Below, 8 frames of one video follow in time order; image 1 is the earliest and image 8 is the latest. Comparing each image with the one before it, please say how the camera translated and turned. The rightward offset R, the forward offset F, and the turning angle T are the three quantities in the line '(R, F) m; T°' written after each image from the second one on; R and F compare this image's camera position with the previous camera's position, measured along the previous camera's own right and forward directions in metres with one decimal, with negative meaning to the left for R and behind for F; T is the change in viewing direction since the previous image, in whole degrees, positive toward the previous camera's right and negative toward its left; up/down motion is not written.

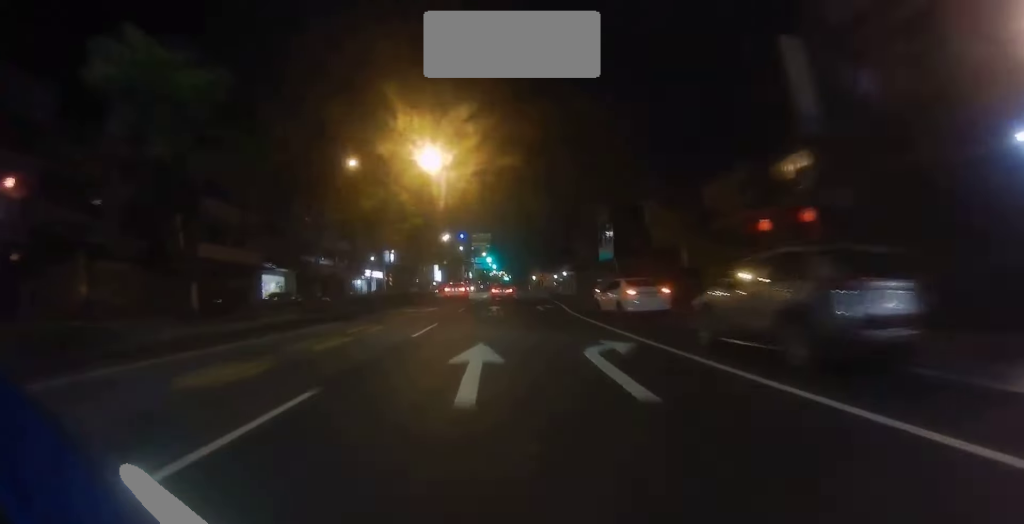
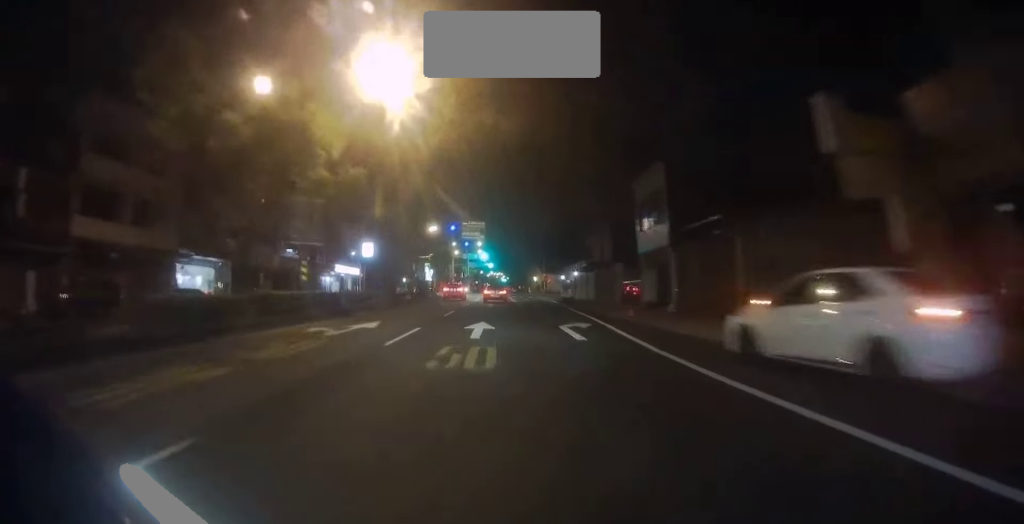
(-0.1, +12.1) m; 0°
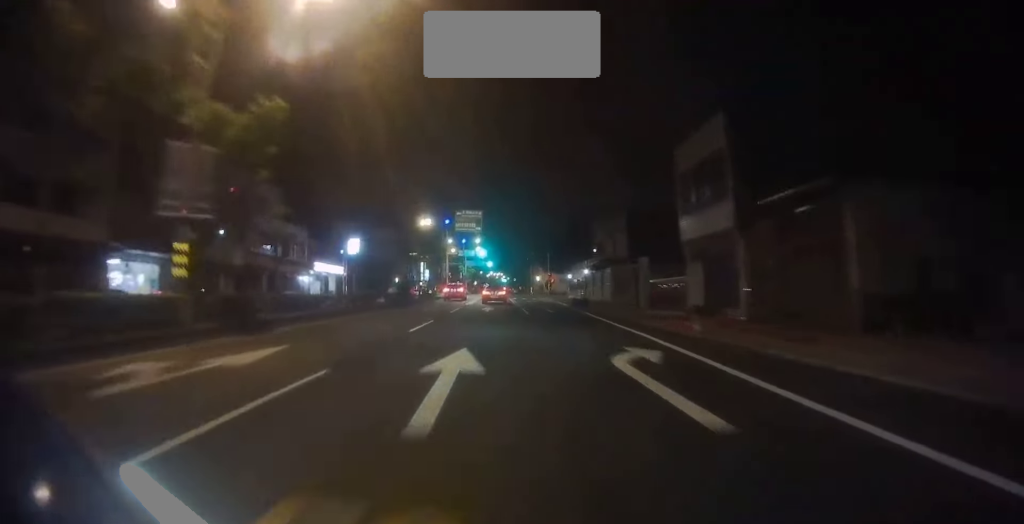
(0.0, +6.8) m; 0°
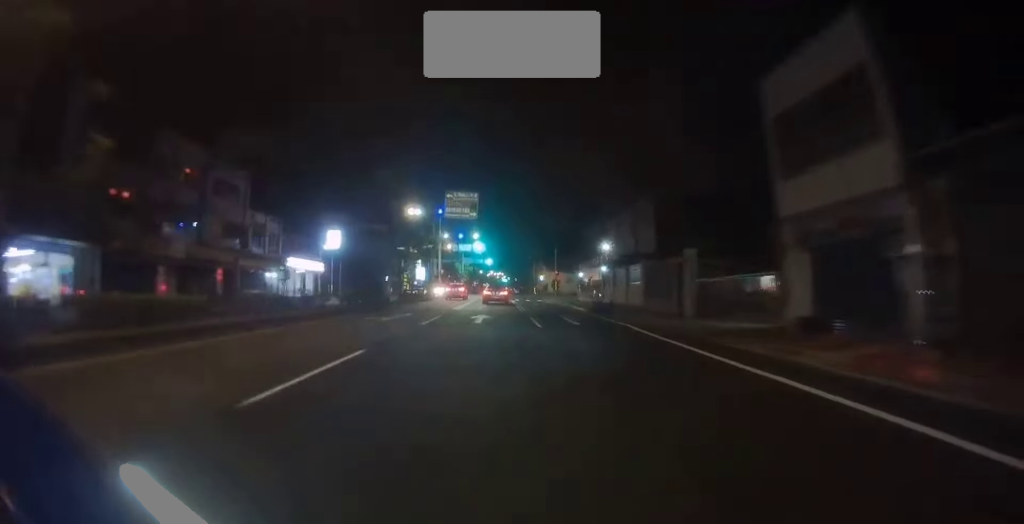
(0.0, +7.8) m; 0°
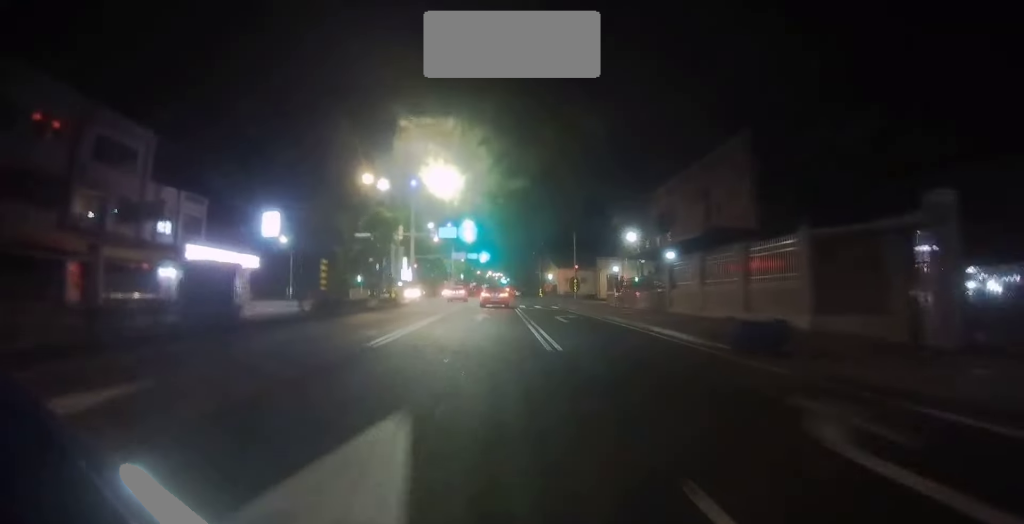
(-0.1, +15.5) m; 0°
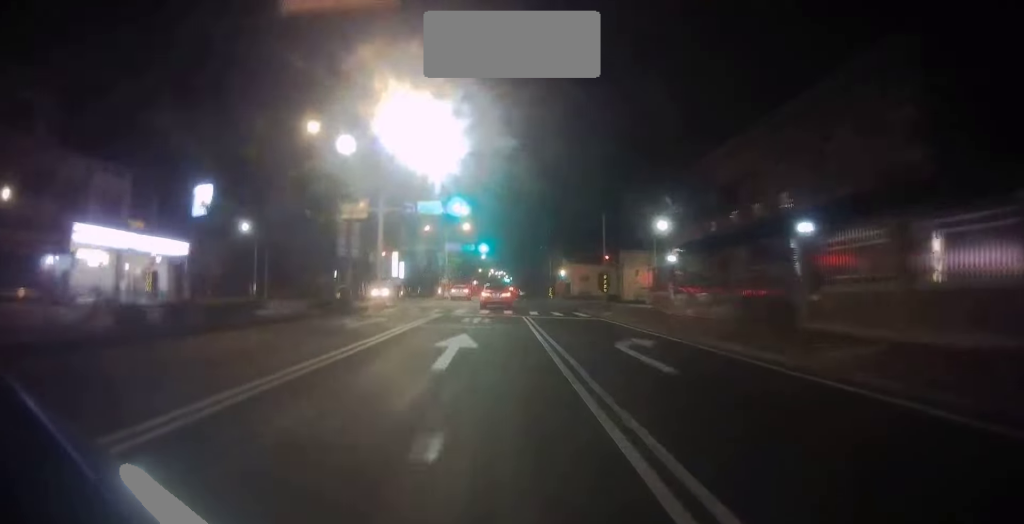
(0.0, +10.8) m; +1°
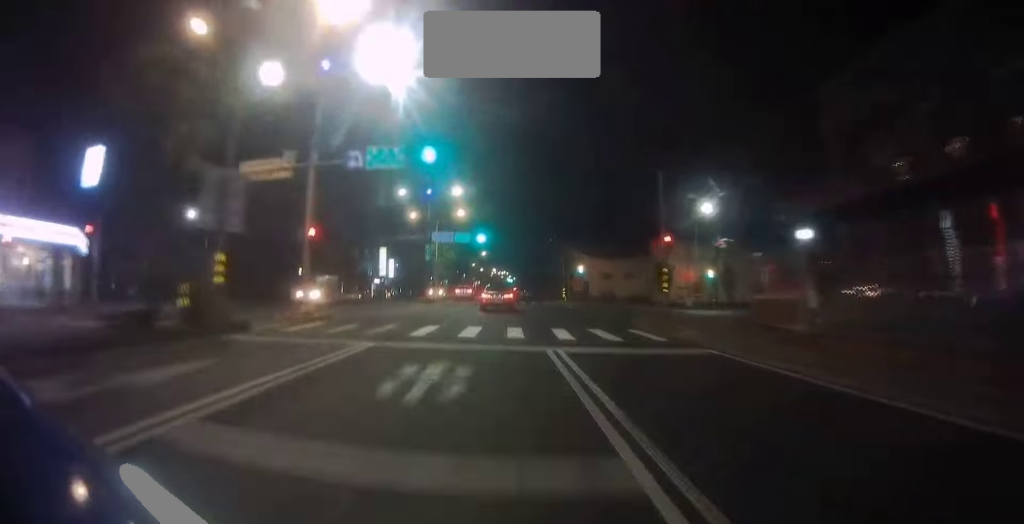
(0.0, +10.7) m; +1°
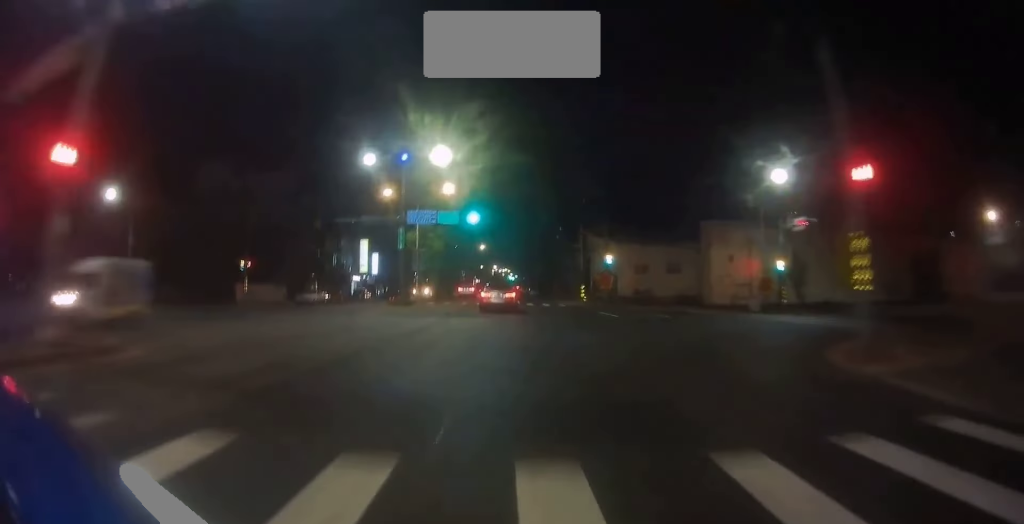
(+0.5, +11.1) m; 0°
